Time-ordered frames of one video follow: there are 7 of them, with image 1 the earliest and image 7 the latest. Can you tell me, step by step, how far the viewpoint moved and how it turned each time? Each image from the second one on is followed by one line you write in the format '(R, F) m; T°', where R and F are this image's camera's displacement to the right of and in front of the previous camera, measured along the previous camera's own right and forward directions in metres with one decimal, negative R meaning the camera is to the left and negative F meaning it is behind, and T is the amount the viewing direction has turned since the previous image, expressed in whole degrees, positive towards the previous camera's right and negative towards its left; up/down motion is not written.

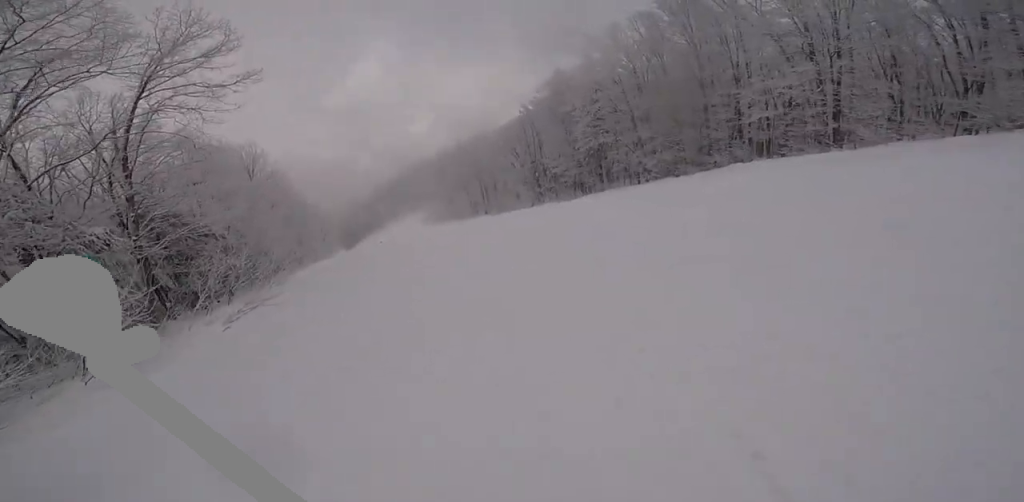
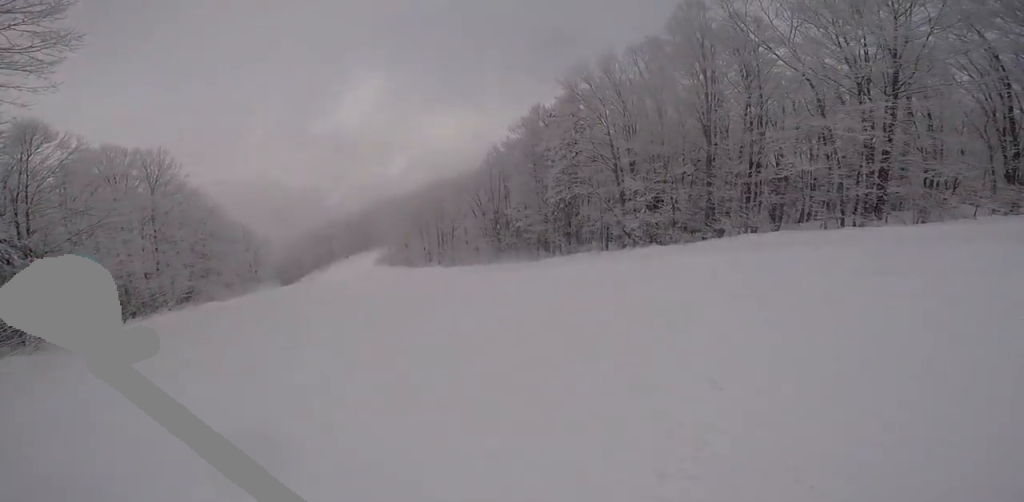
(+1.9, +8.2) m; +15°
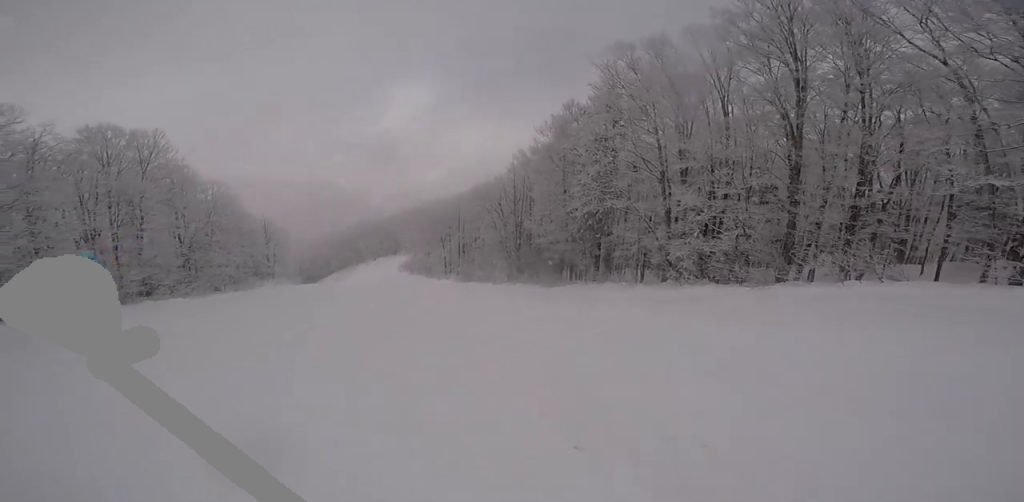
(+0.2, +6.5) m; -11°
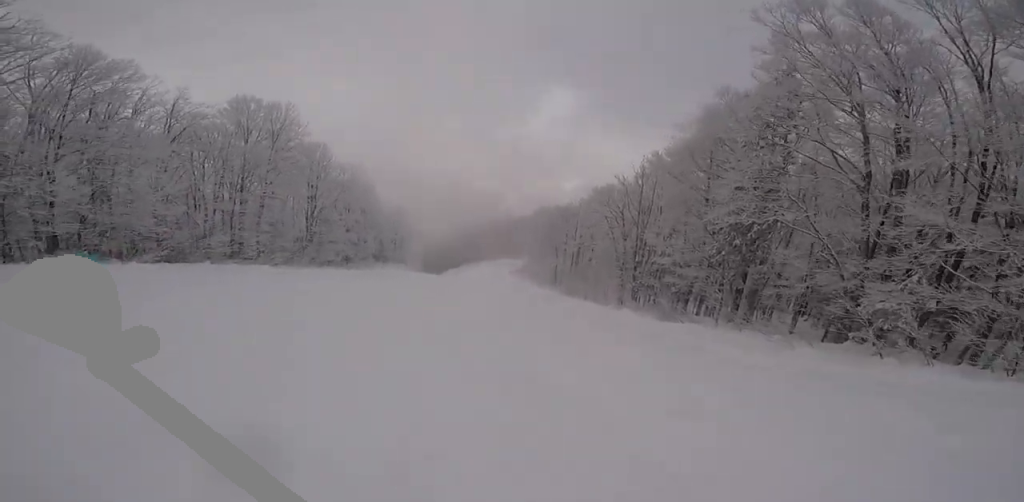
(-1.2, +5.6) m; -17°
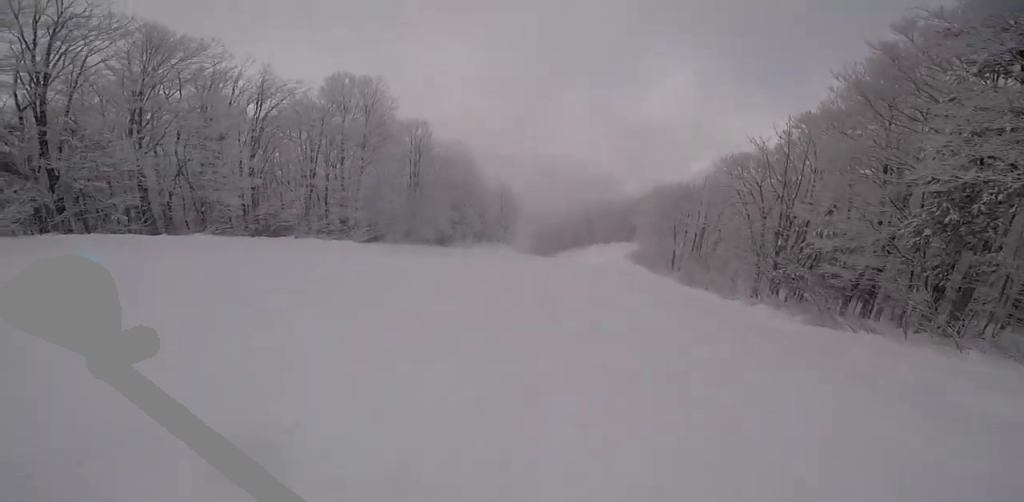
(0.0, +4.3) m; -12°
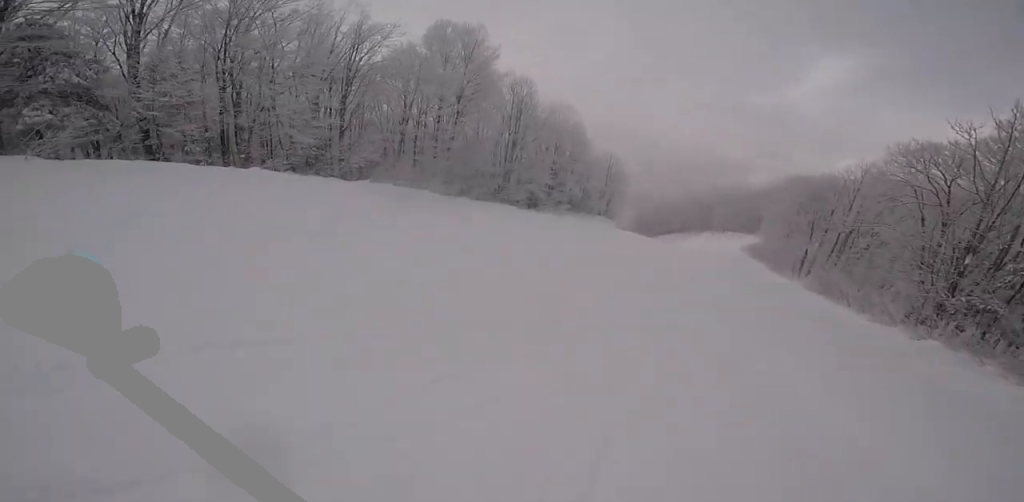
(-0.6, +3.7) m; -13°
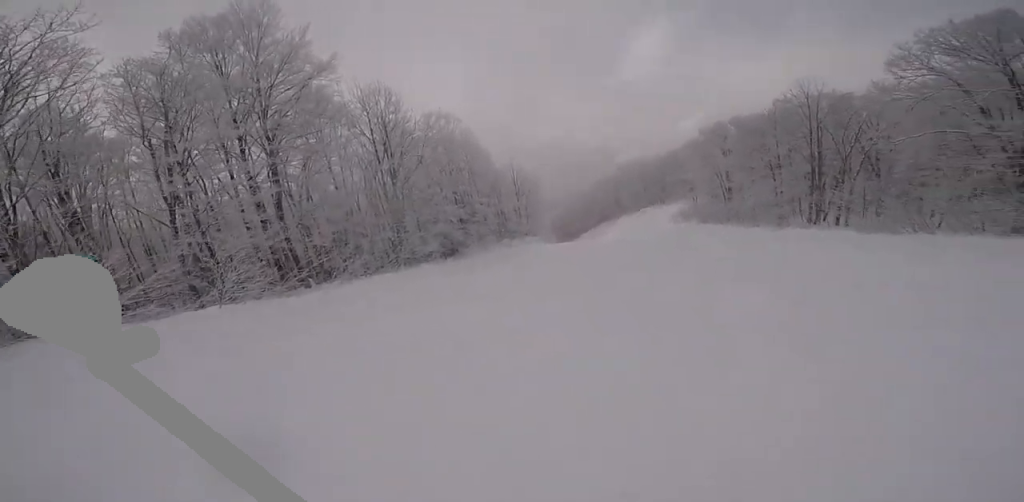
(-3.5, +15.1) m; +2°
